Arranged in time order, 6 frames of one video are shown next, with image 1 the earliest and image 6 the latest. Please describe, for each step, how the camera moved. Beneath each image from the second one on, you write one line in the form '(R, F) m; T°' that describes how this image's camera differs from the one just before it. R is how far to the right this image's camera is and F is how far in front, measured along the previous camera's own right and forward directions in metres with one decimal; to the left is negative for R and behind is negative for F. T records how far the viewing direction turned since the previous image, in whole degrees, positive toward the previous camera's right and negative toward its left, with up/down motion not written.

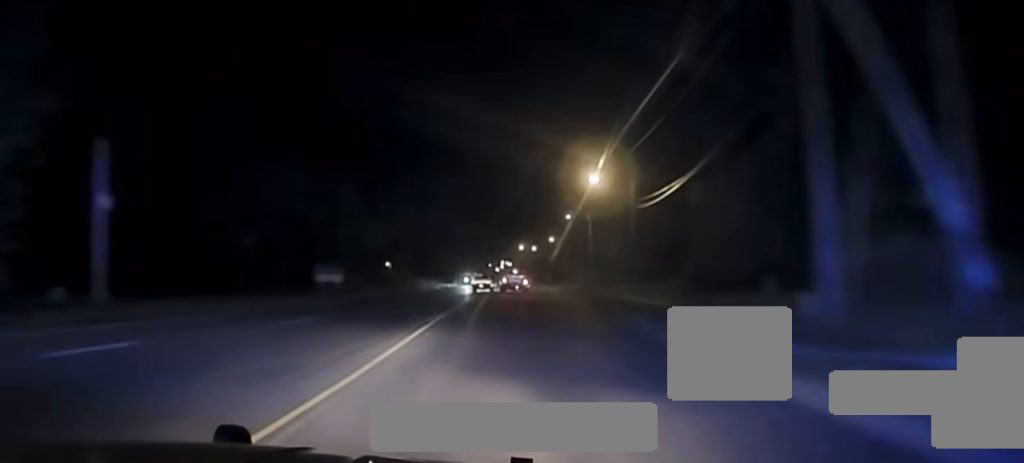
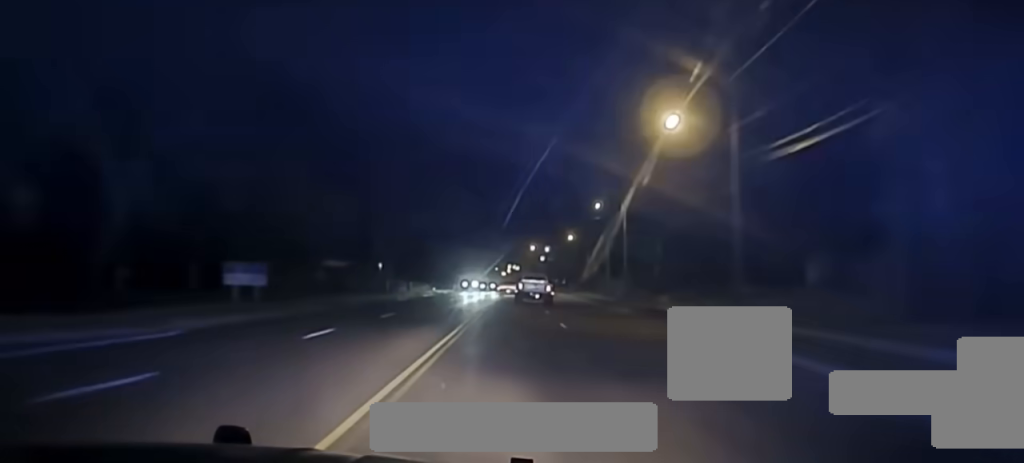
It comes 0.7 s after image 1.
(+0.1, +29.6) m; 0°
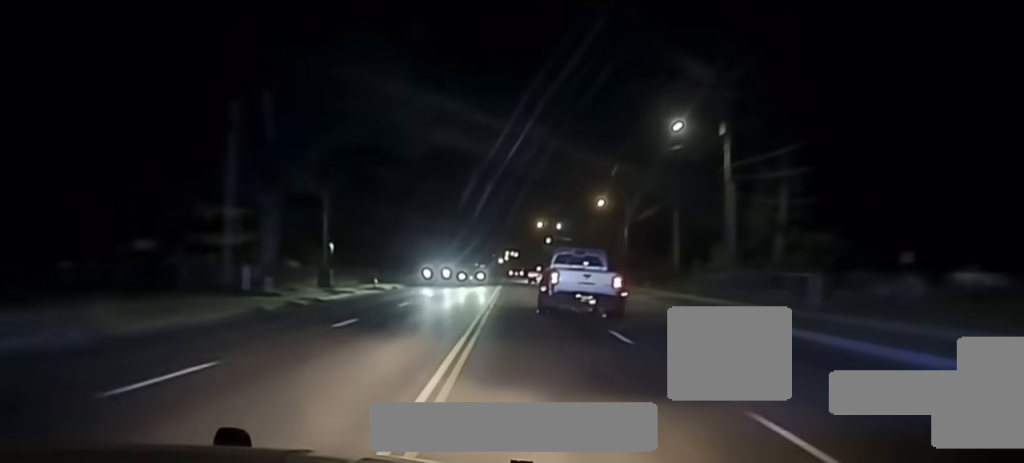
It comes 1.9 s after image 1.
(+0.3, +46.5) m; 0°
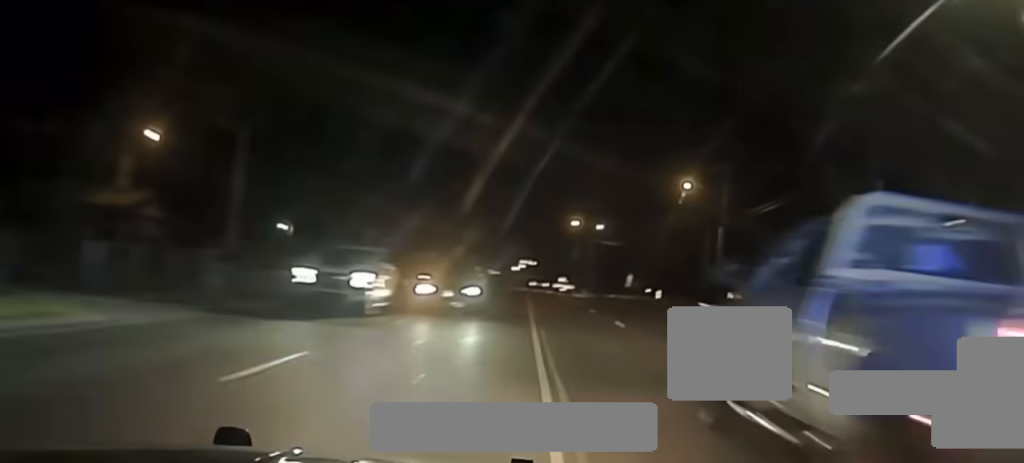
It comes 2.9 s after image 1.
(-0.3, +38.2) m; 0°
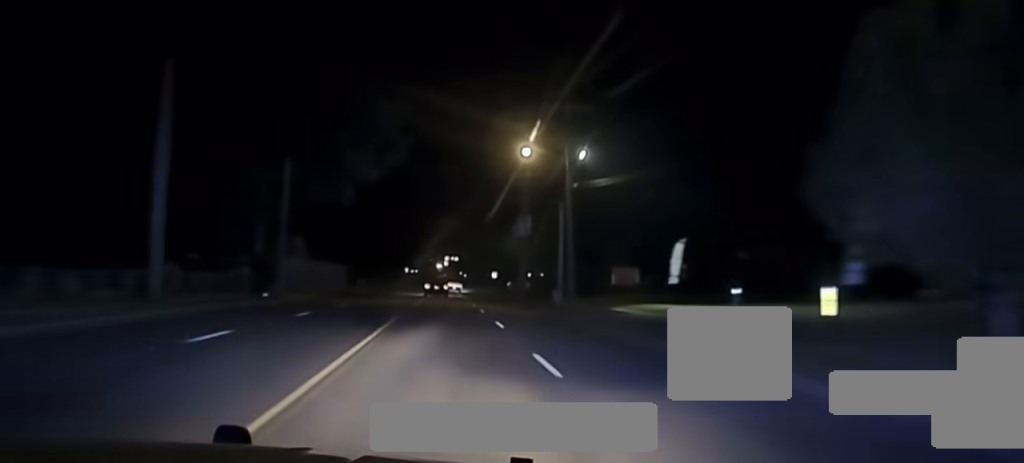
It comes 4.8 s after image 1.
(+2.3, +66.5) m; +3°
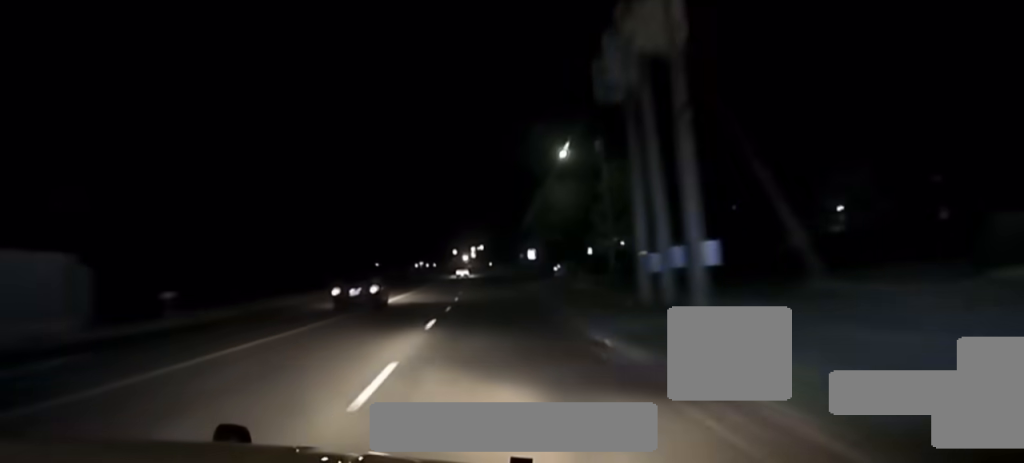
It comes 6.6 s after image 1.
(-0.2, +65.8) m; -2°
